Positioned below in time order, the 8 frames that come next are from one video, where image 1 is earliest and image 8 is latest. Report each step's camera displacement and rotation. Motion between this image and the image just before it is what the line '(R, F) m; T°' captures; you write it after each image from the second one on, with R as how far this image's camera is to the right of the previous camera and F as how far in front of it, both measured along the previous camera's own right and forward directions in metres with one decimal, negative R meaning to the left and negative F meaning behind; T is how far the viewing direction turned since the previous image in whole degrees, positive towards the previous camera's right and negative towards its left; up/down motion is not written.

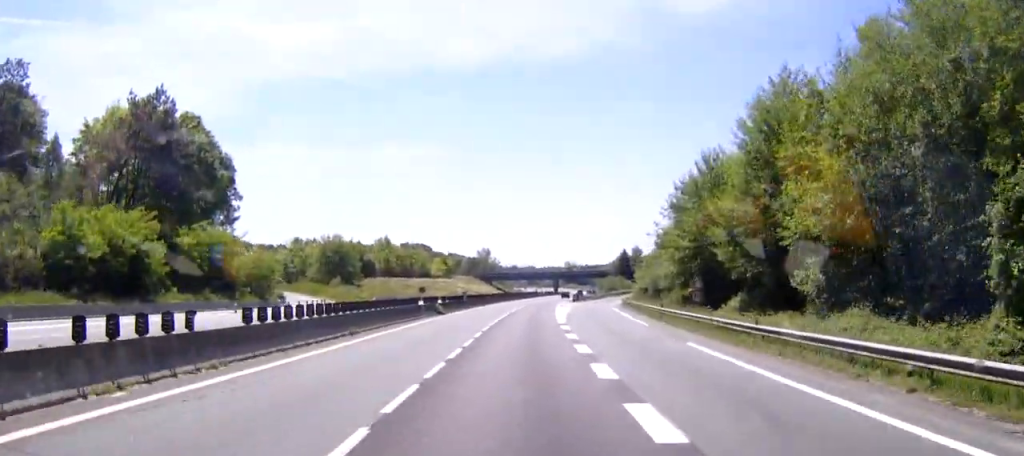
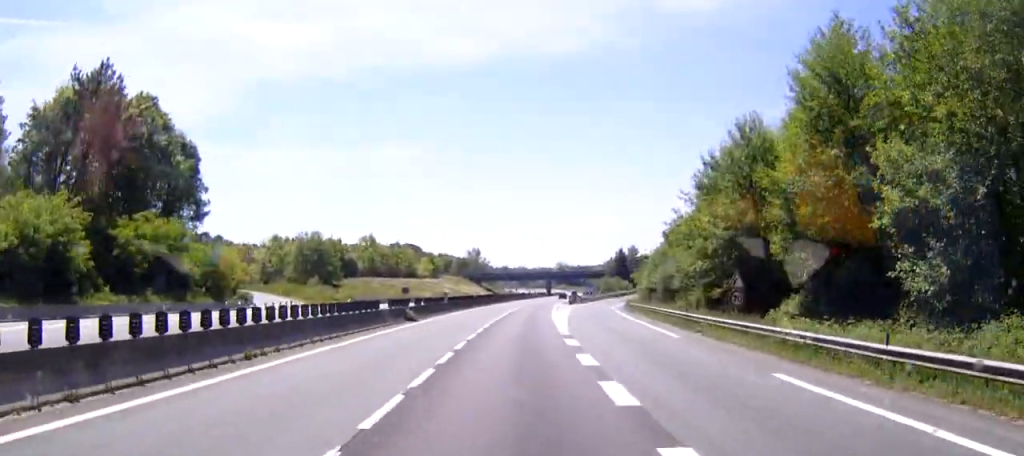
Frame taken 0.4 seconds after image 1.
(+0.4, +9.7) m; +1°
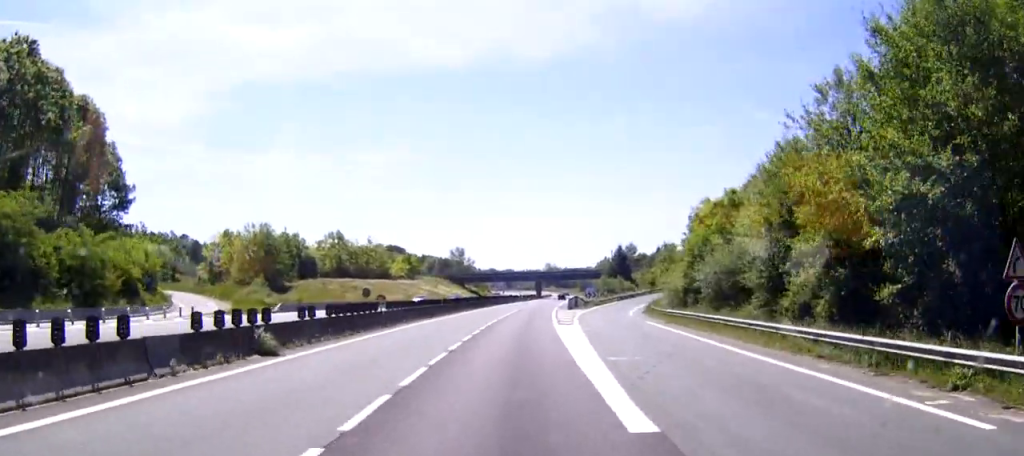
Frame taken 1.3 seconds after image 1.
(+0.5, +21.8) m; +1°
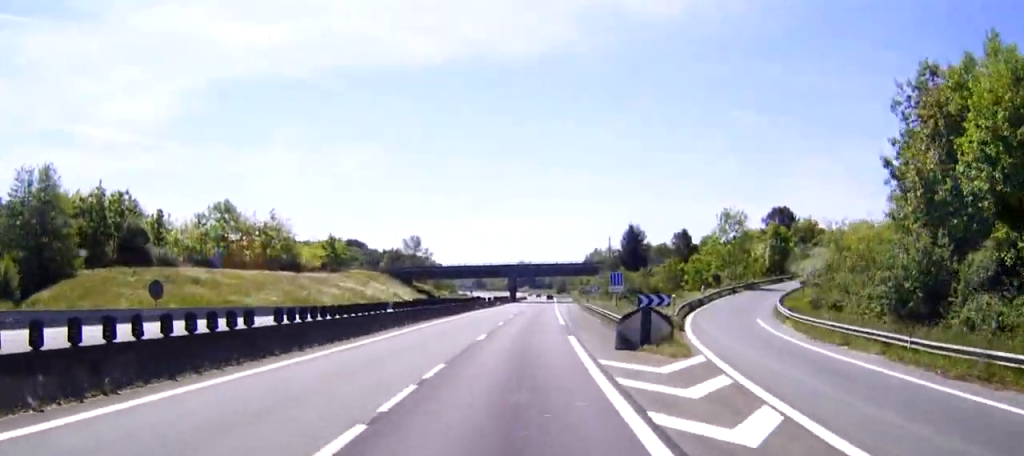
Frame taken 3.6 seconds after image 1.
(+0.1, +54.2) m; 0°
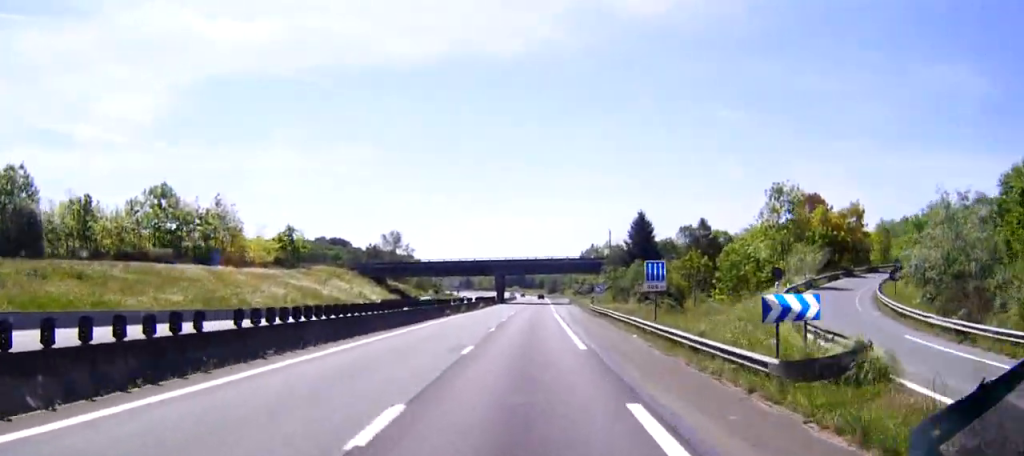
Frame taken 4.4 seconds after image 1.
(0.0, +19.7) m; 0°
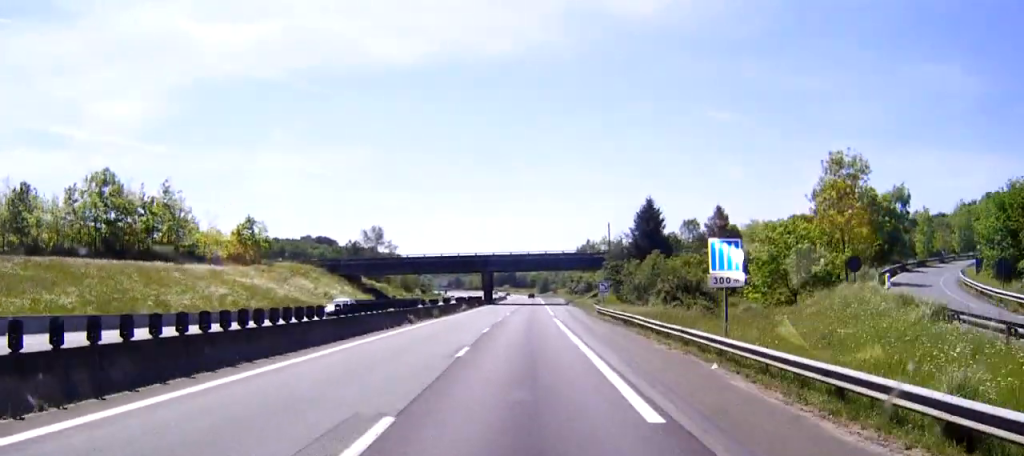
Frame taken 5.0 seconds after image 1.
(0.0, +14.2) m; 0°
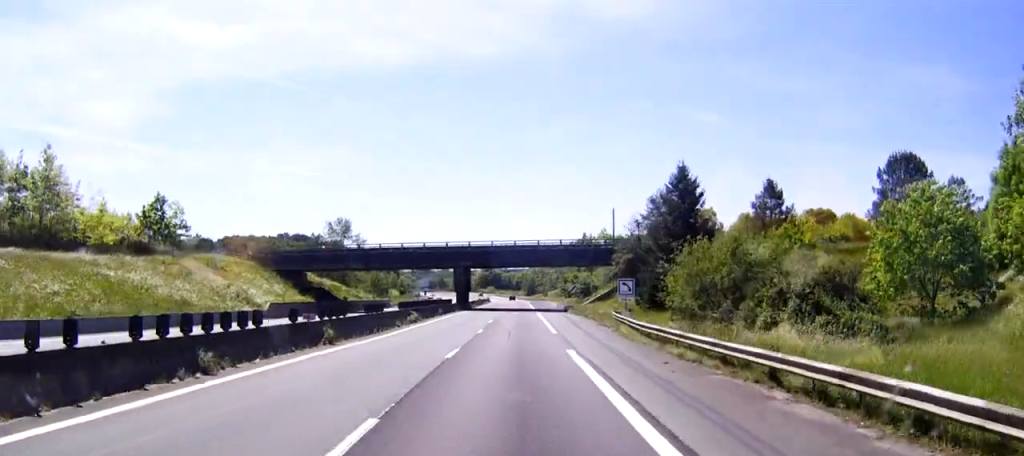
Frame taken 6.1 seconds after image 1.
(0.0, +25.1) m; 0°
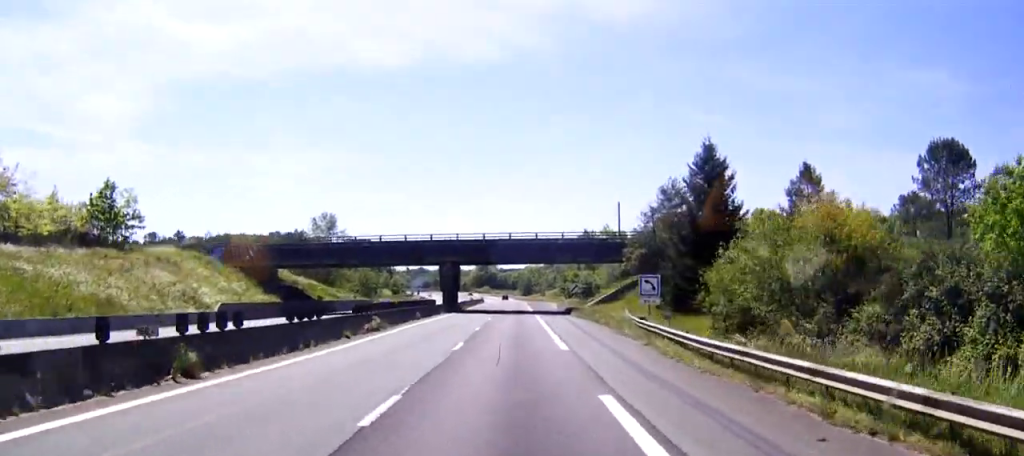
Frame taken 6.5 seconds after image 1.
(0.0, +11.0) m; 0°
